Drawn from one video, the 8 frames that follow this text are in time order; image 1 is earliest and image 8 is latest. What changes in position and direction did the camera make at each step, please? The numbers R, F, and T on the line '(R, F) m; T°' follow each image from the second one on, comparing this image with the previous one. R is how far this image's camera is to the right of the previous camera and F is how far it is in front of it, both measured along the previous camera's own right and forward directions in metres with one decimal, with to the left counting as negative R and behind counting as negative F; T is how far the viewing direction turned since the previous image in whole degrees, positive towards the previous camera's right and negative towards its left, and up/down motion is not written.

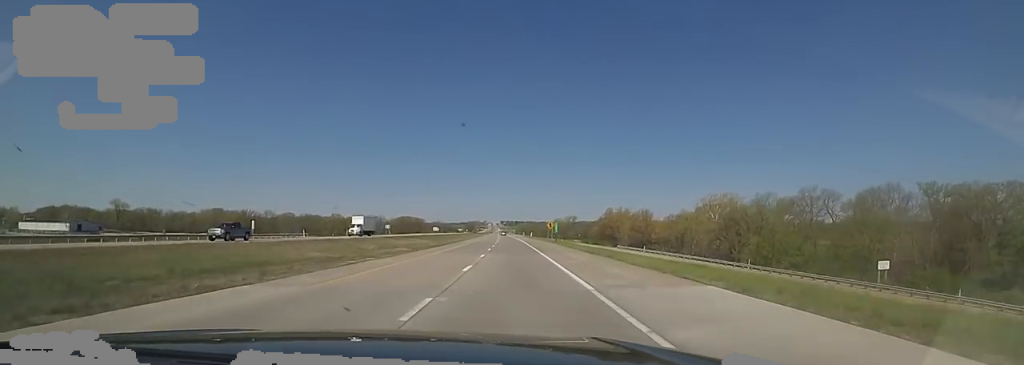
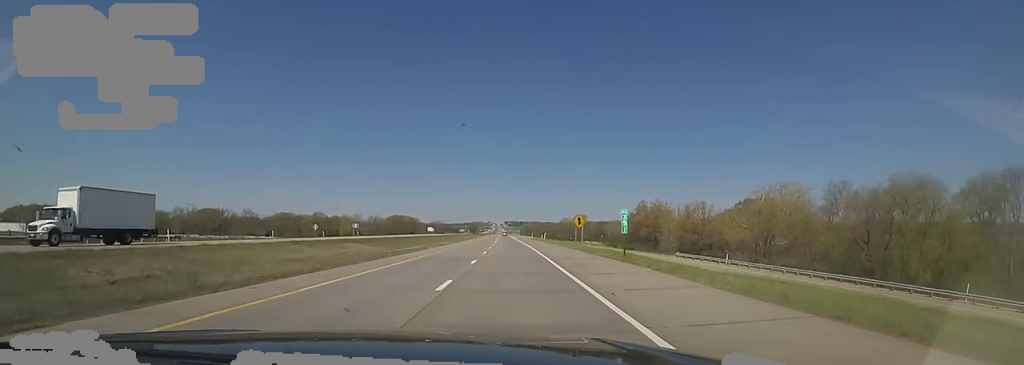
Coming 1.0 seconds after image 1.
(-1.0, +35.8) m; -2°
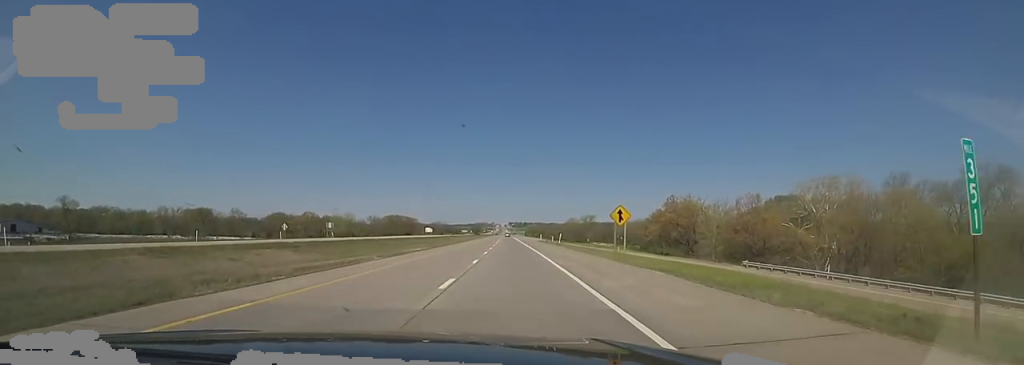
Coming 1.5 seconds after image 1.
(0.0, +19.7) m; 0°
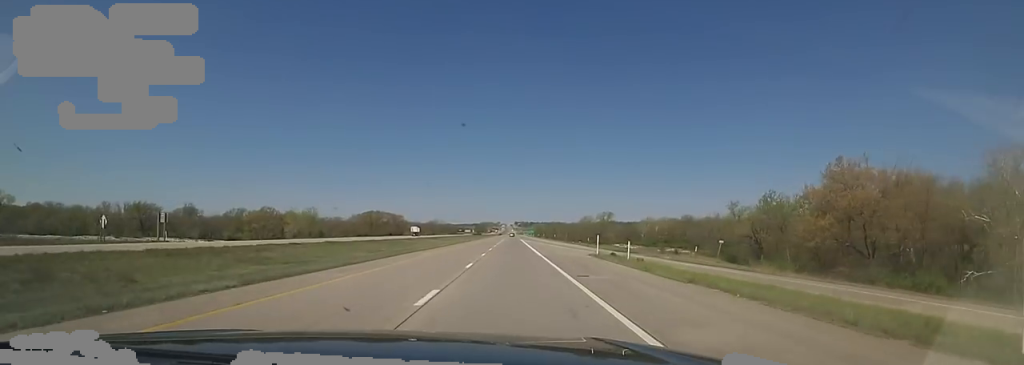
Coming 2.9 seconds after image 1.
(0.0, +52.5) m; 0°
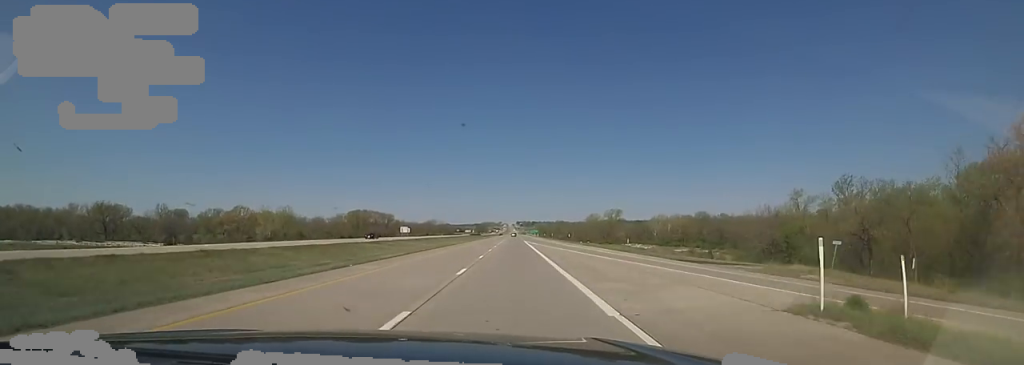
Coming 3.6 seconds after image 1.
(0.0, +23.0) m; 0°
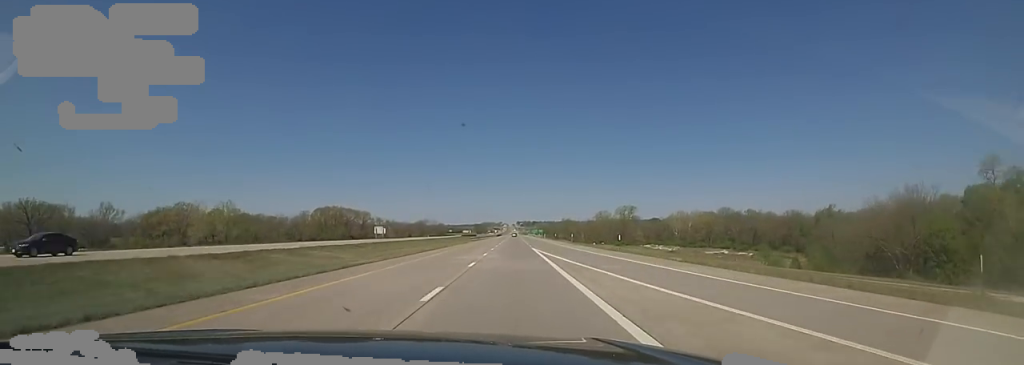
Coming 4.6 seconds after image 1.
(0.0, +36.3) m; 0°
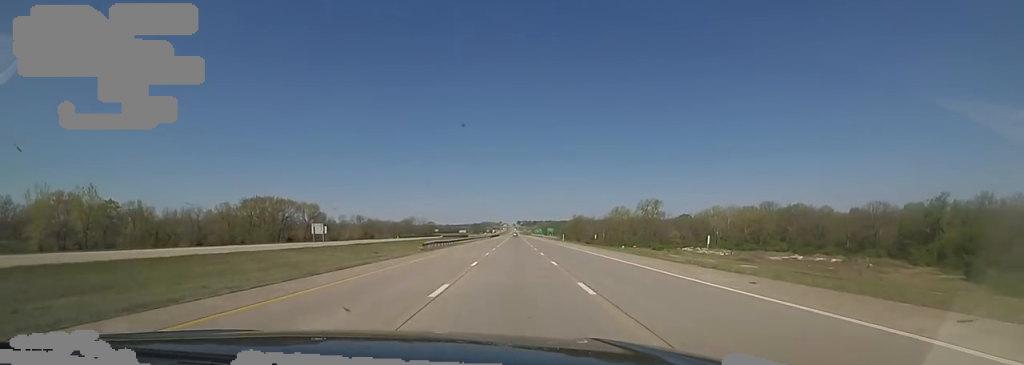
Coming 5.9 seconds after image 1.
(0.0, +49.9) m; 0°
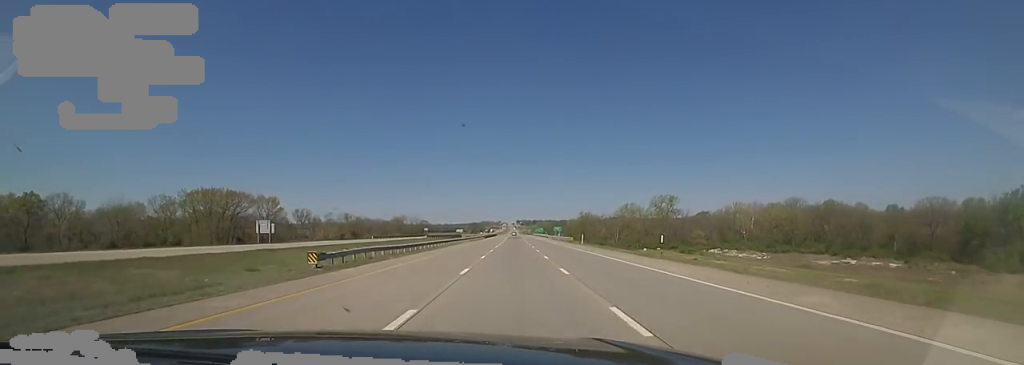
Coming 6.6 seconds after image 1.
(0.0, +24.4) m; 0°
